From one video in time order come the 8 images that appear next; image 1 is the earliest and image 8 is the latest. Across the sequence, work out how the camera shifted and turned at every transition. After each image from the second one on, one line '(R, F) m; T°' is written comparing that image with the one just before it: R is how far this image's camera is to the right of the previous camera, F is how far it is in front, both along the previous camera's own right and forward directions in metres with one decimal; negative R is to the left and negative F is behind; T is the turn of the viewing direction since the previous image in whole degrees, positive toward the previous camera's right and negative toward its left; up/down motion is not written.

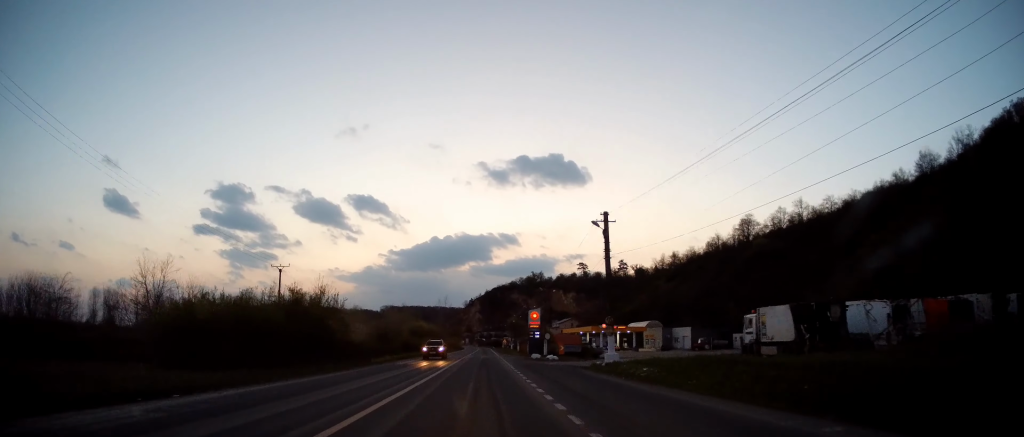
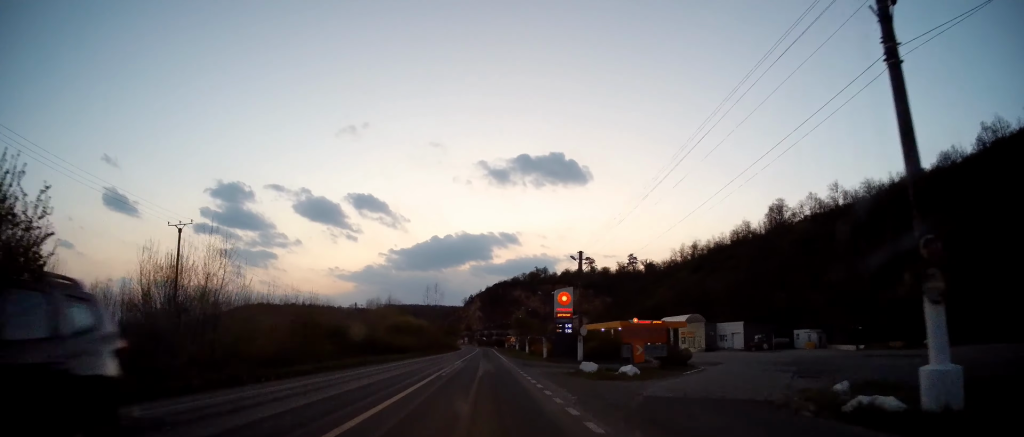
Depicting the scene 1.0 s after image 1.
(-0.5, +25.4) m; -1°
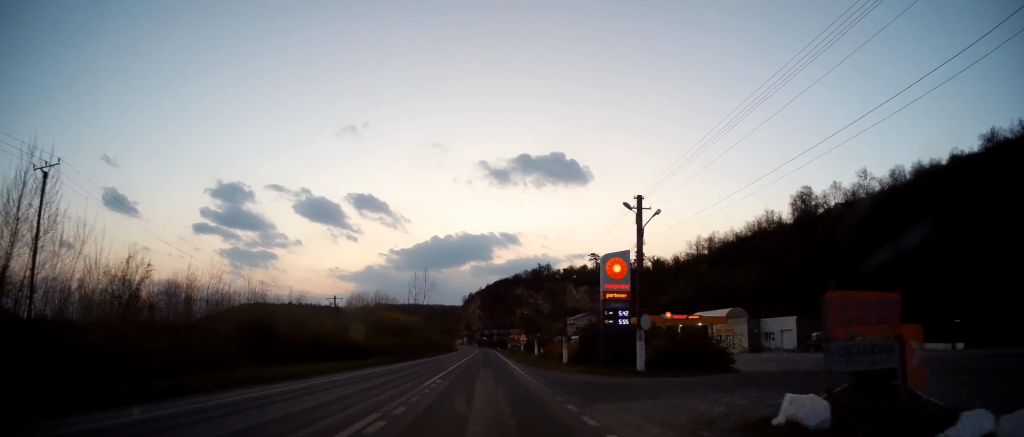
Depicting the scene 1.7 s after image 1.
(0.0, +17.7) m; +1°
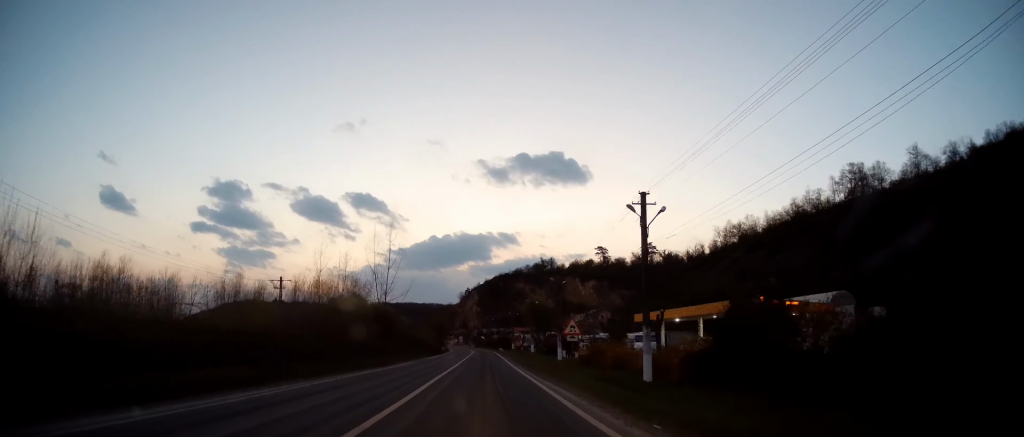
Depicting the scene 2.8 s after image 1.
(+0.5, +28.5) m; +1°
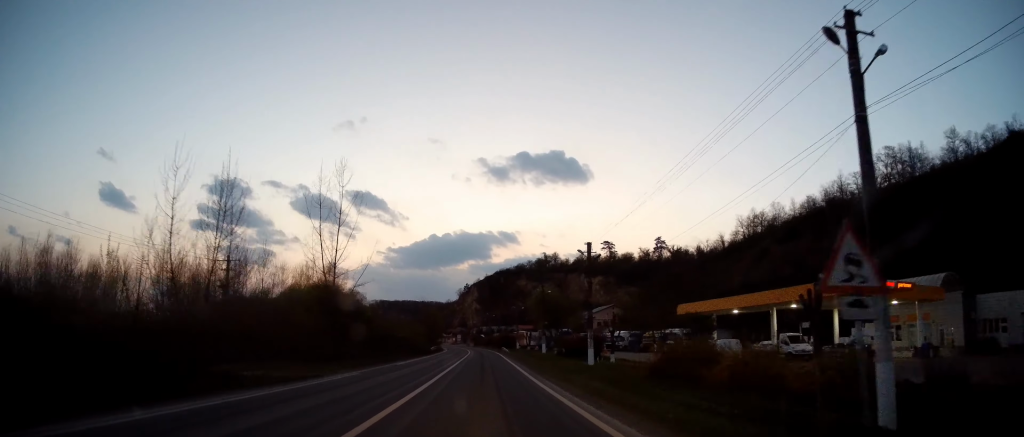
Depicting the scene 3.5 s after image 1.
(-0.2, +17.4) m; 0°
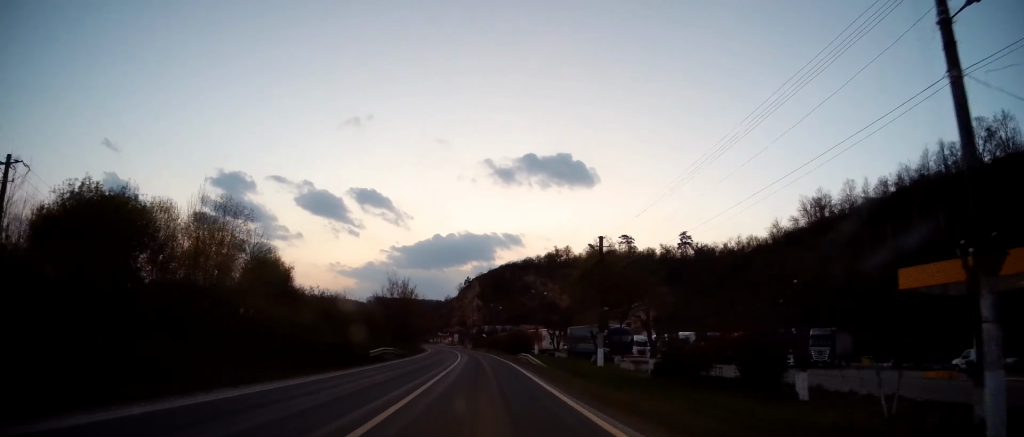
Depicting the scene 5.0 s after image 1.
(-0.2, +35.1) m; 0°
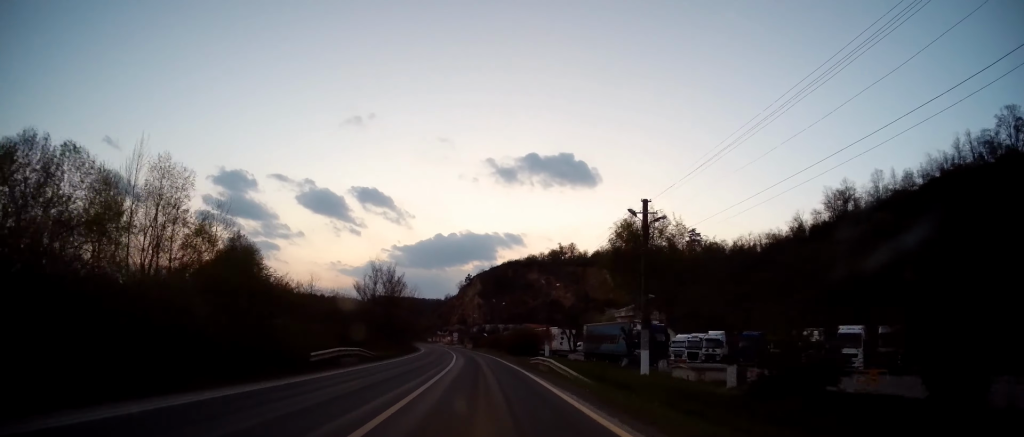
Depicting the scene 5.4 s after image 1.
(+0.1, +10.4) m; 0°
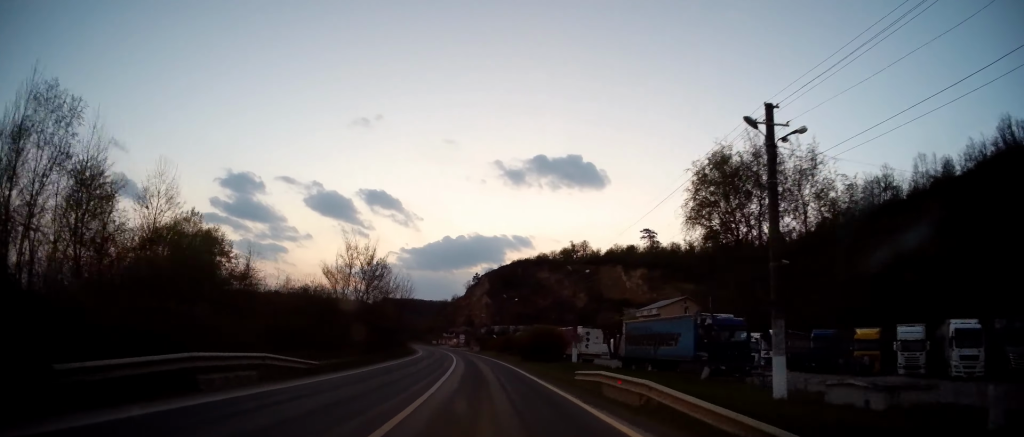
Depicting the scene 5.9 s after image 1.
(0.0, +12.9) m; 0°
